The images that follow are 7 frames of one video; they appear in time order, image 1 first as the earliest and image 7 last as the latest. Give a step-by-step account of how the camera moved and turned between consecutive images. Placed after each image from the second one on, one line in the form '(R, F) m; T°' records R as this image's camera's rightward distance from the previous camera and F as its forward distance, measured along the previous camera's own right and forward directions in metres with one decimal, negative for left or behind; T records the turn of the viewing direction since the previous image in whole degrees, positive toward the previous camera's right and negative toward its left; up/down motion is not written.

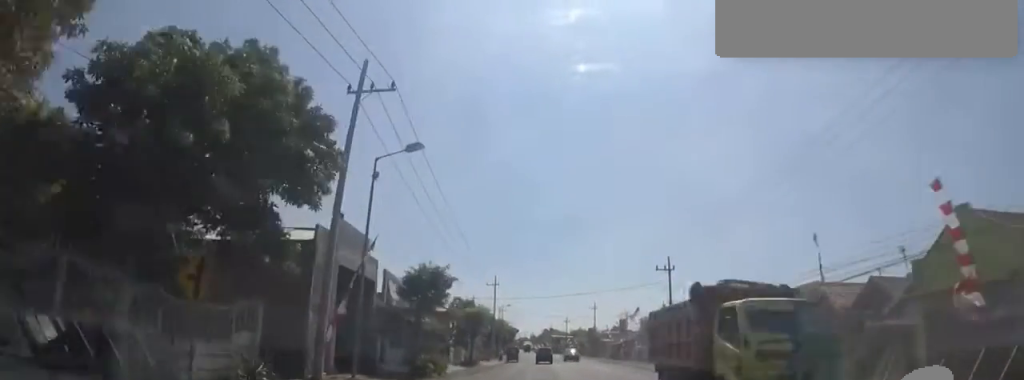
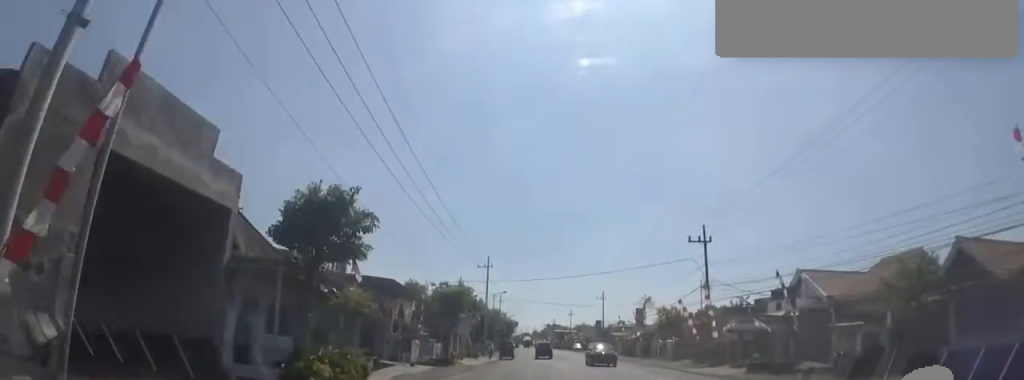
(-0.4, +10.6) m; -2°
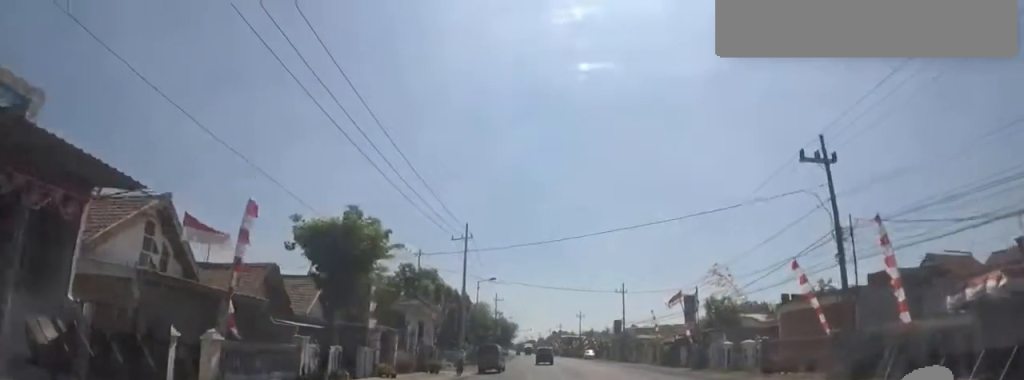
(+0.3, +17.8) m; +2°
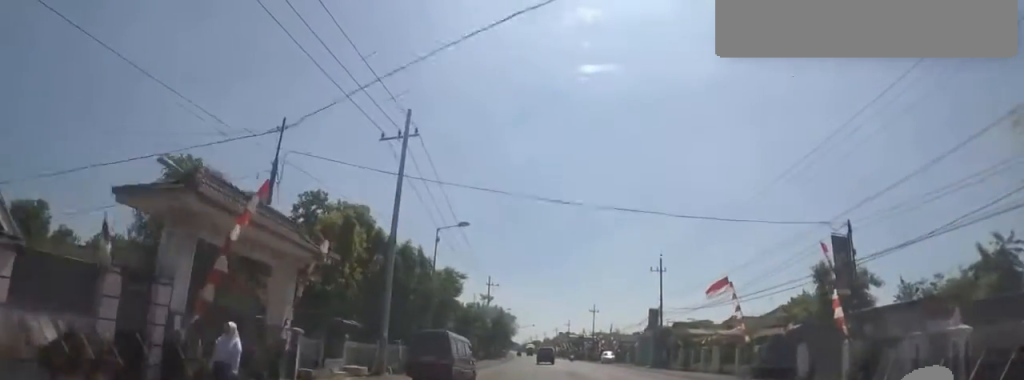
(+0.2, +19.9) m; -2°
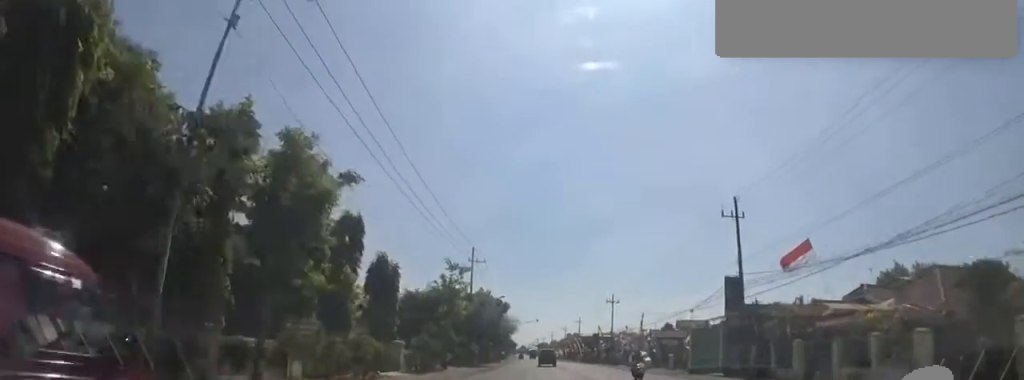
(-0.7, +19.8) m; -1°
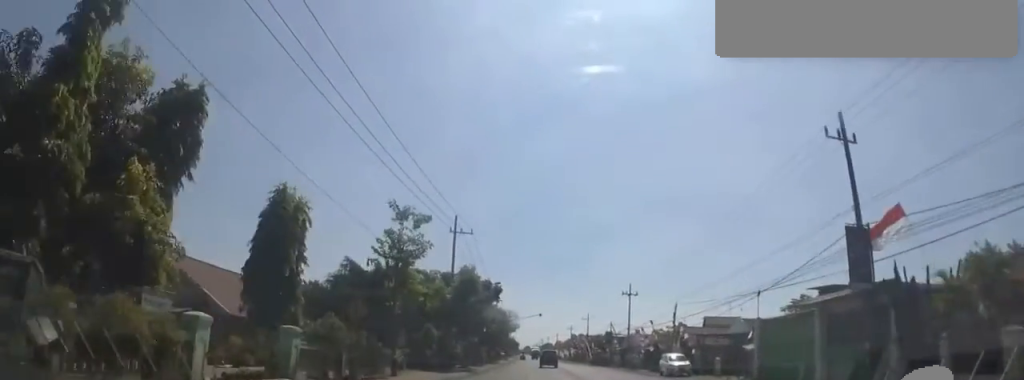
(+0.7, +12.2) m; -2°
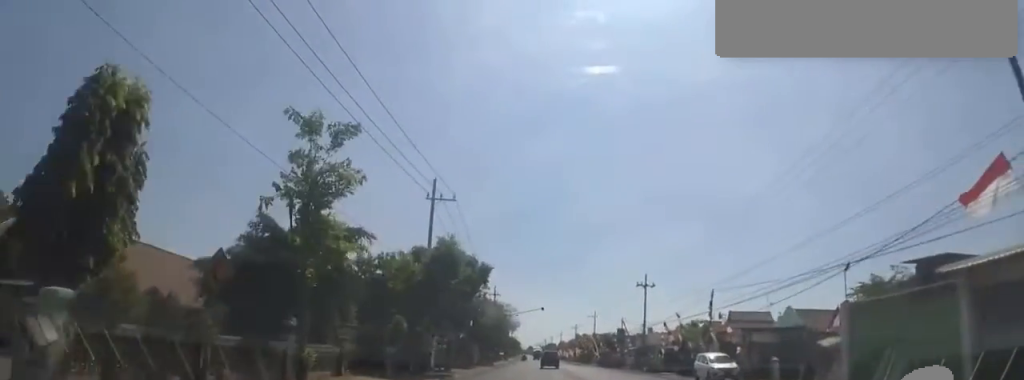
(-0.8, +8.7) m; 0°
